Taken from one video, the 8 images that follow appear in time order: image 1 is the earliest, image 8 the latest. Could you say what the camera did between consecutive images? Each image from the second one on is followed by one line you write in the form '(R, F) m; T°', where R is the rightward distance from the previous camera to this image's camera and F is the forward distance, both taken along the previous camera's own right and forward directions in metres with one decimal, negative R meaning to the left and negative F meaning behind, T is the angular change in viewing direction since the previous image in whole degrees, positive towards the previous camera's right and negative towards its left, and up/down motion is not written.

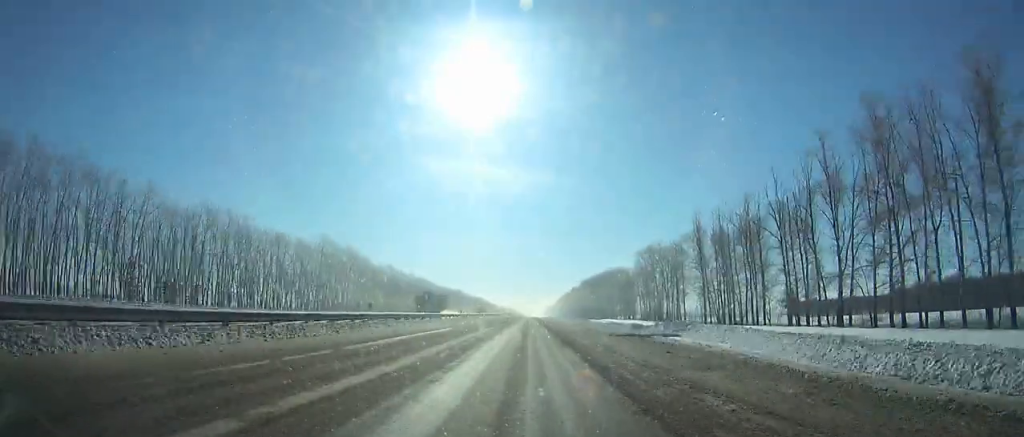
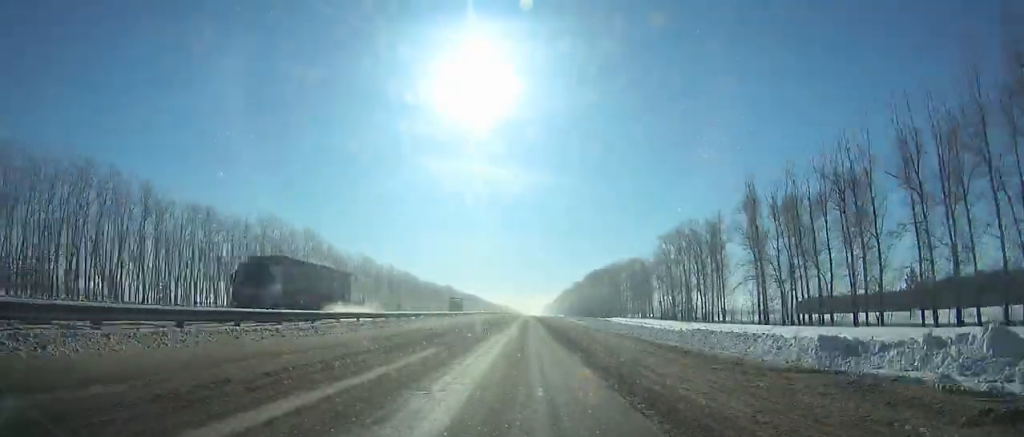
(0.0, +32.0) m; 0°
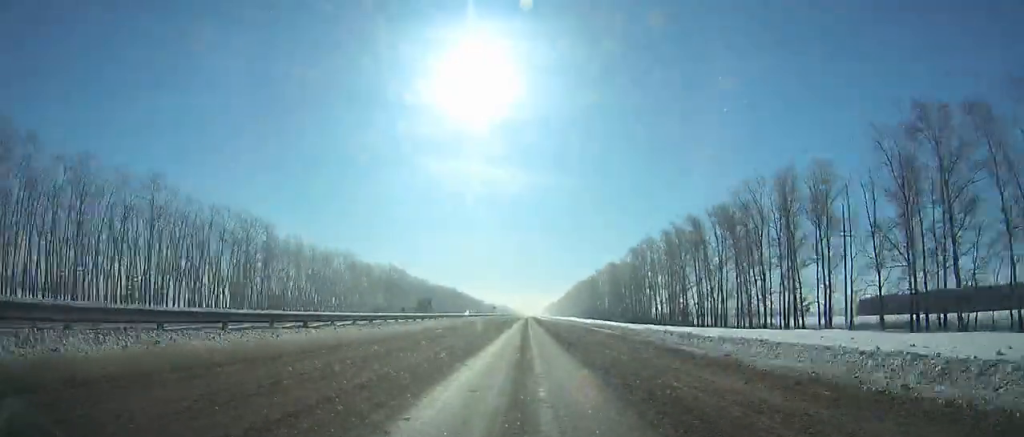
(+0.5, +149.7) m; 0°
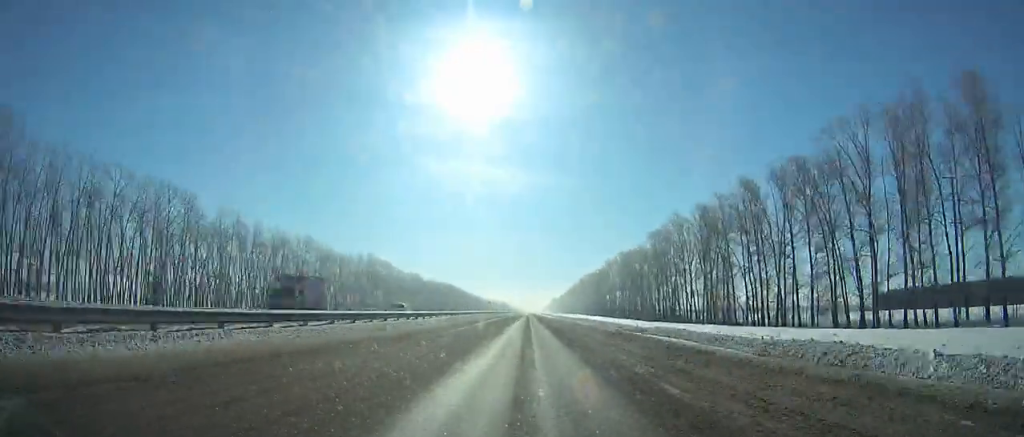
(0.0, +30.2) m; 0°
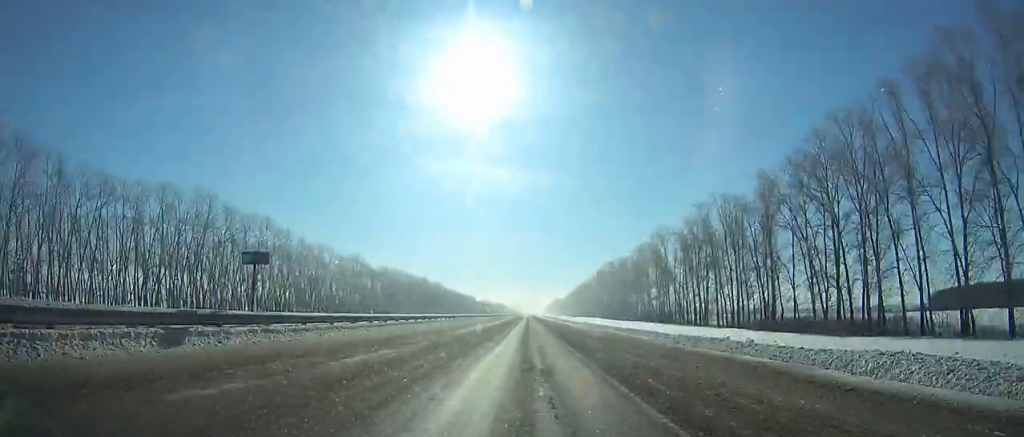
(-0.3, +95.9) m; 0°
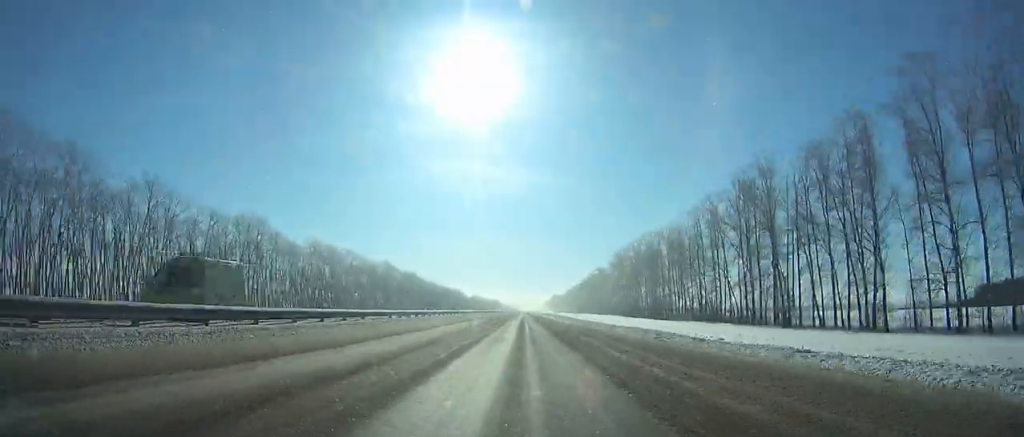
(+0.1, +65.8) m; 0°
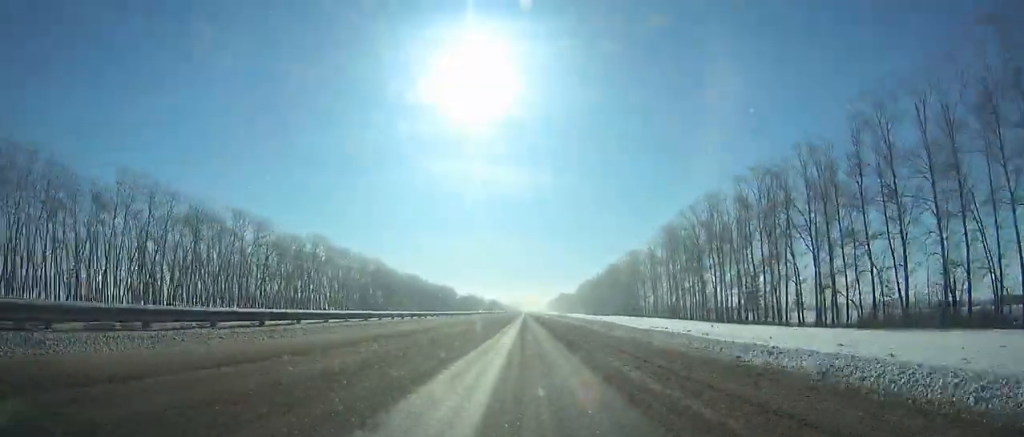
(+0.1, +71.1) m; 0°
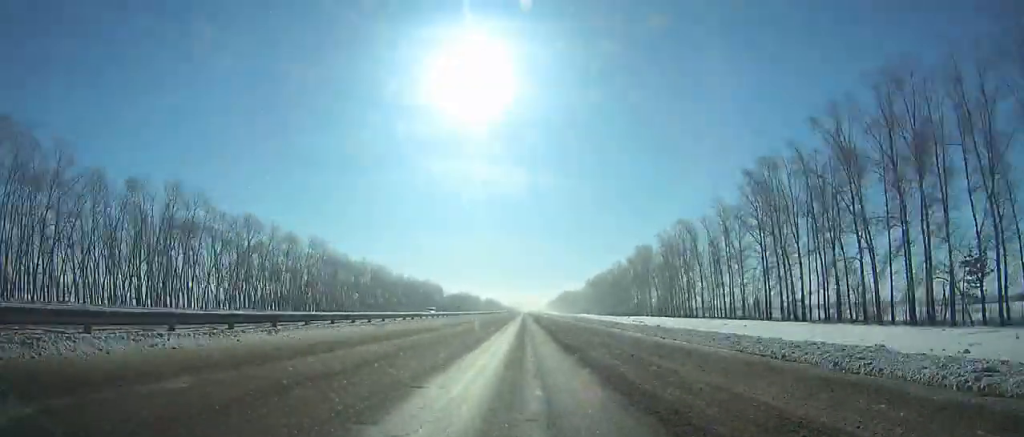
(-0.2, +58.4) m; 0°
